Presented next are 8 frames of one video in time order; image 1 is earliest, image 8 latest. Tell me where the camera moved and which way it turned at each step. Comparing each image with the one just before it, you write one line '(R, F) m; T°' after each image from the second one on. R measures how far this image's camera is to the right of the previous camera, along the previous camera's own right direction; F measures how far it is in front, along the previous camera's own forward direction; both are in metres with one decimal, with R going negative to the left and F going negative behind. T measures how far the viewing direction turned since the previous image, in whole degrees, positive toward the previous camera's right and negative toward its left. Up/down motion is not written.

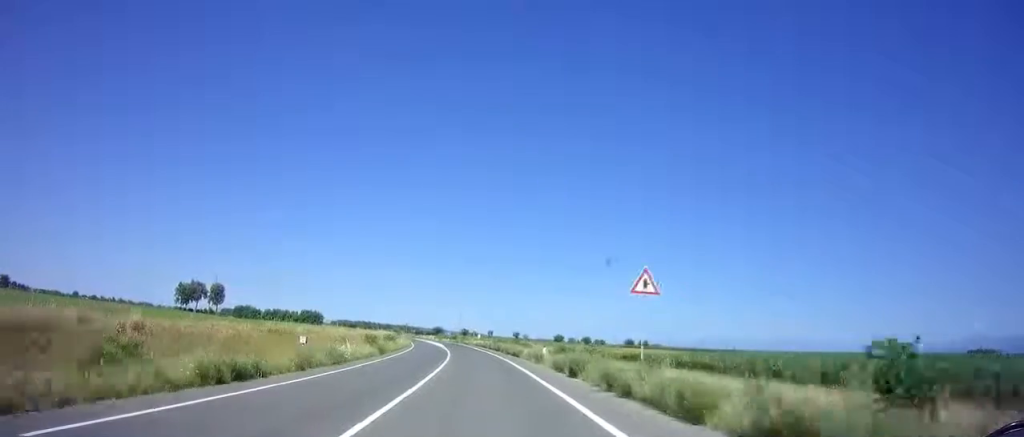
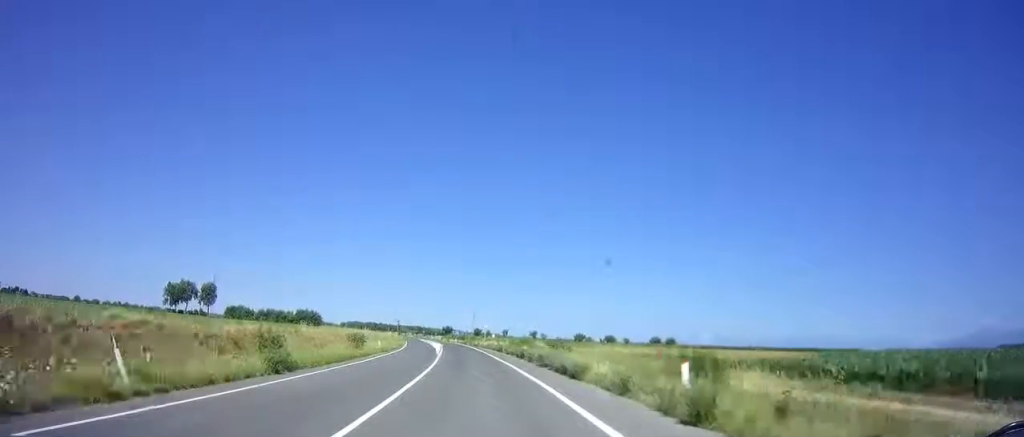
(-0.2, +19.9) m; -2°
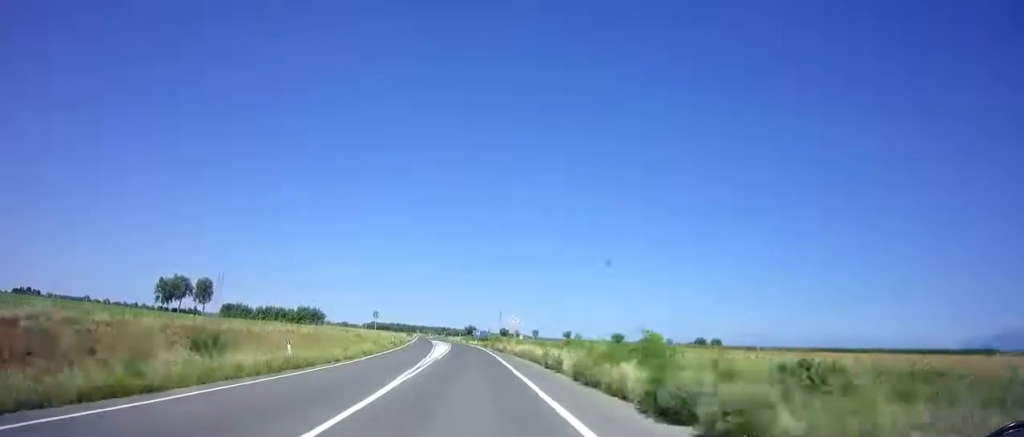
(-0.9, +23.1) m; -3°
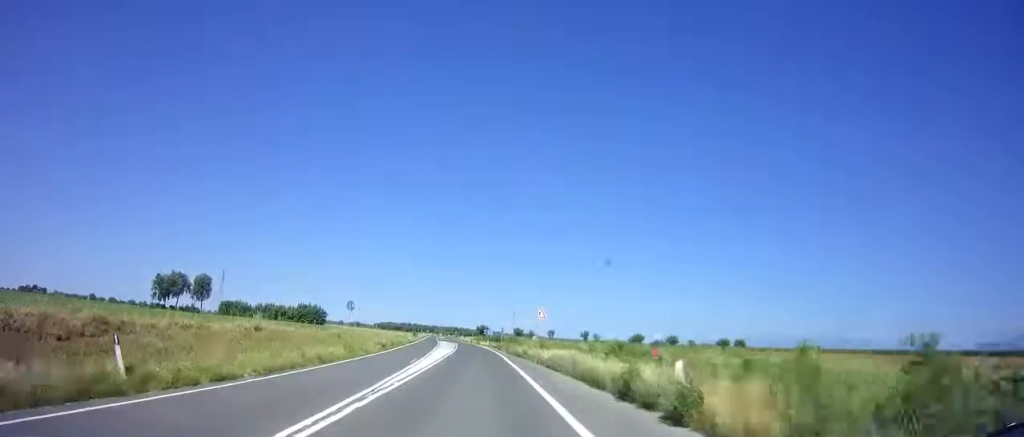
(-0.3, +10.4) m; 0°
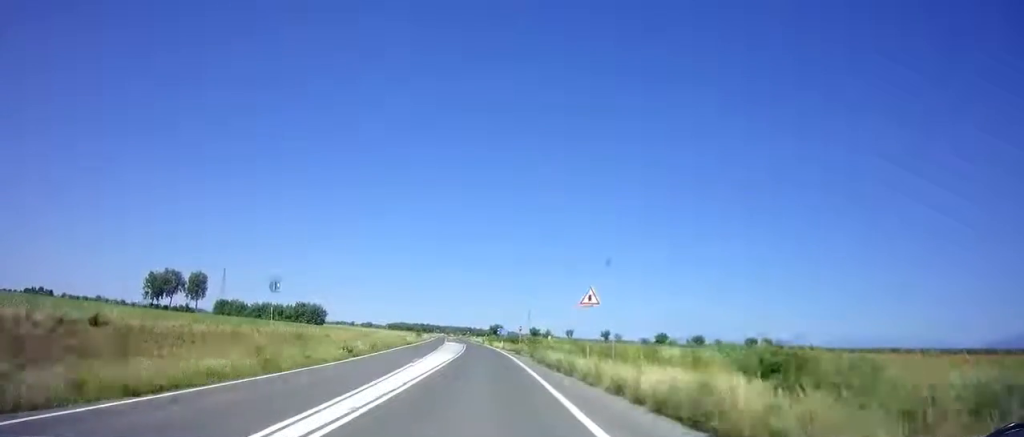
(+0.2, +12.7) m; -1°
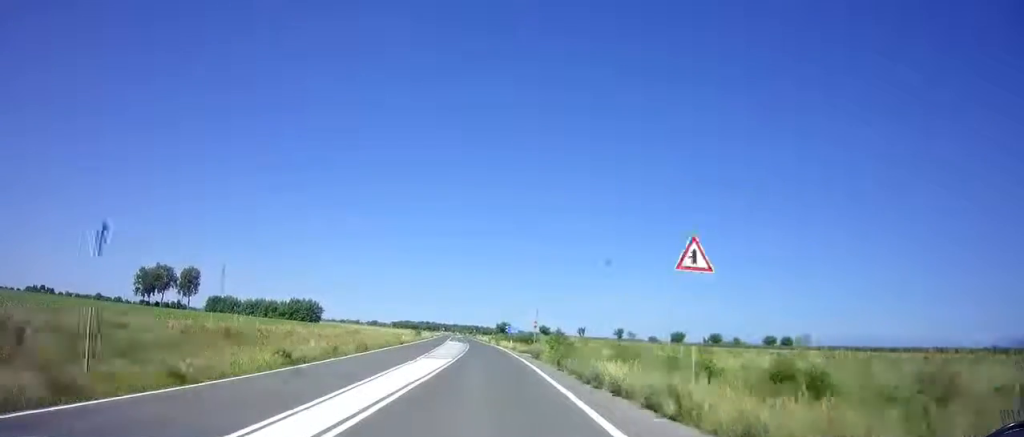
(+0.3, +8.6) m; -1°
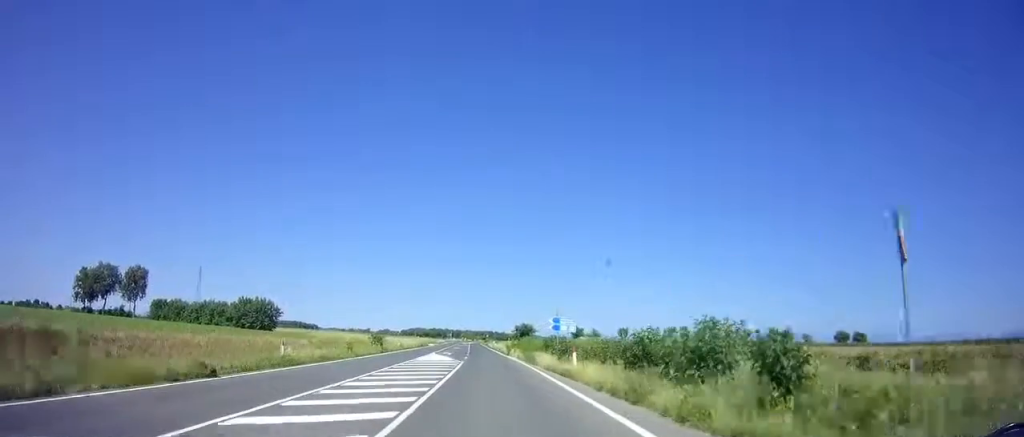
(-0.9, +38.1) m; -1°
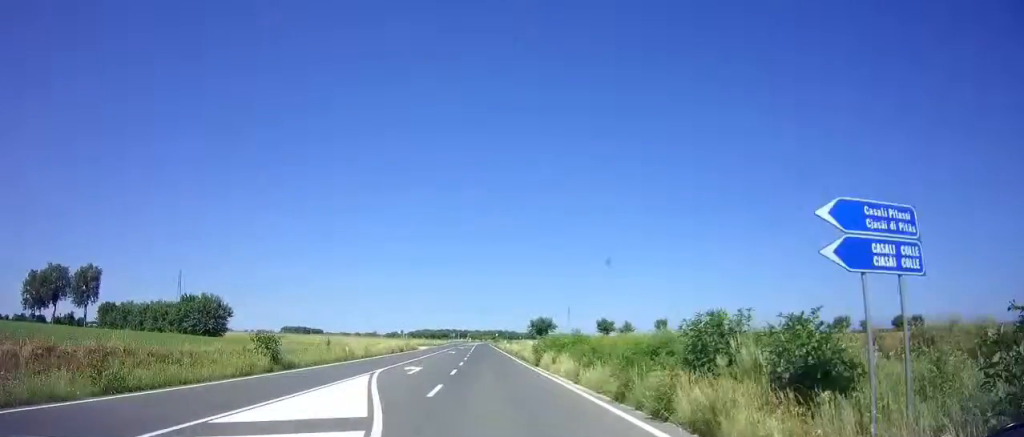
(-0.5, +24.1) m; -1°
